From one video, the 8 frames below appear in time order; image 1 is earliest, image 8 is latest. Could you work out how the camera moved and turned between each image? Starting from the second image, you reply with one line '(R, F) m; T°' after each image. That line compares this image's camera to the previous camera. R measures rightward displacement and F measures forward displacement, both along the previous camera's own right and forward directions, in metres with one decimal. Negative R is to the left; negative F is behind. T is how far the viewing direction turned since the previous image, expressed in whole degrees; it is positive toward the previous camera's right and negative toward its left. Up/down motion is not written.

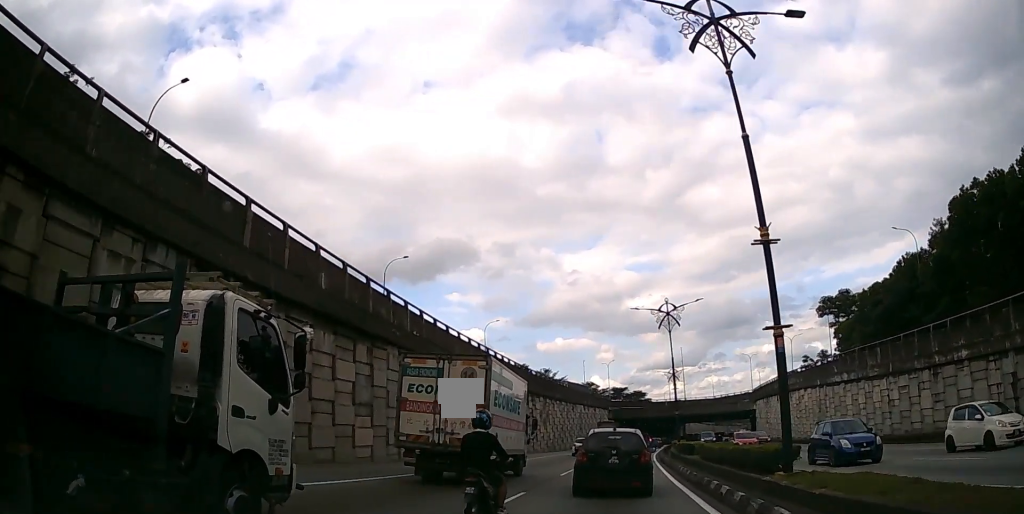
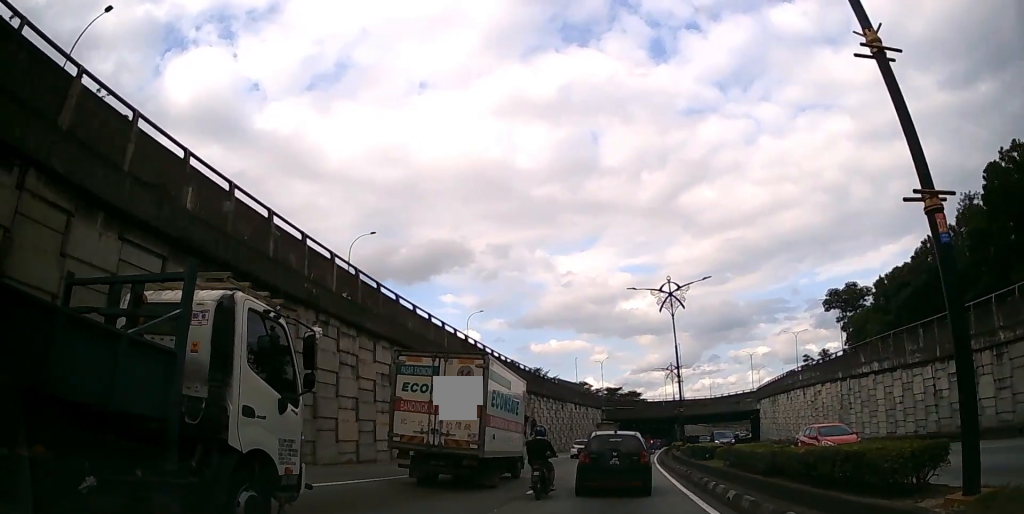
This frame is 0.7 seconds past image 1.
(0.0, +6.6) m; +1°
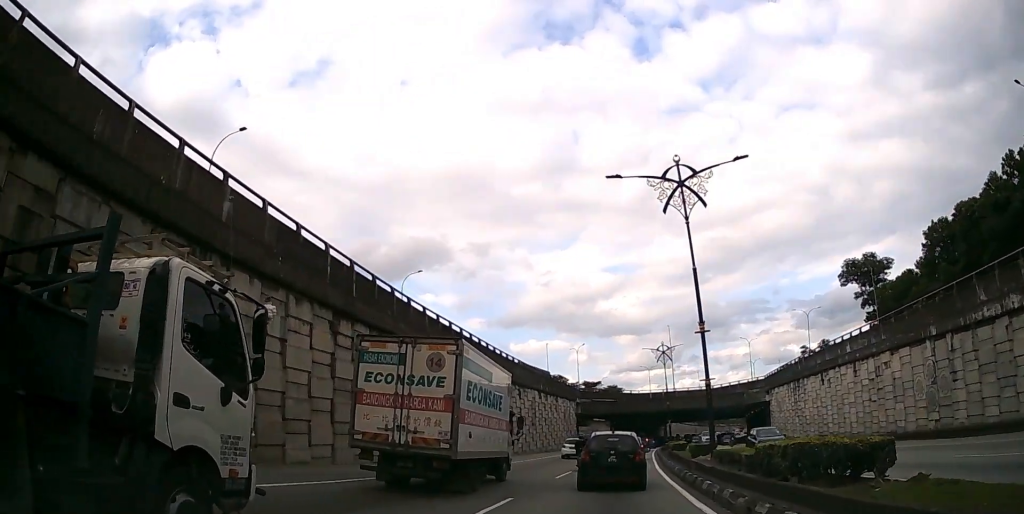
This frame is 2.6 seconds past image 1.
(+0.3, +17.7) m; +2°
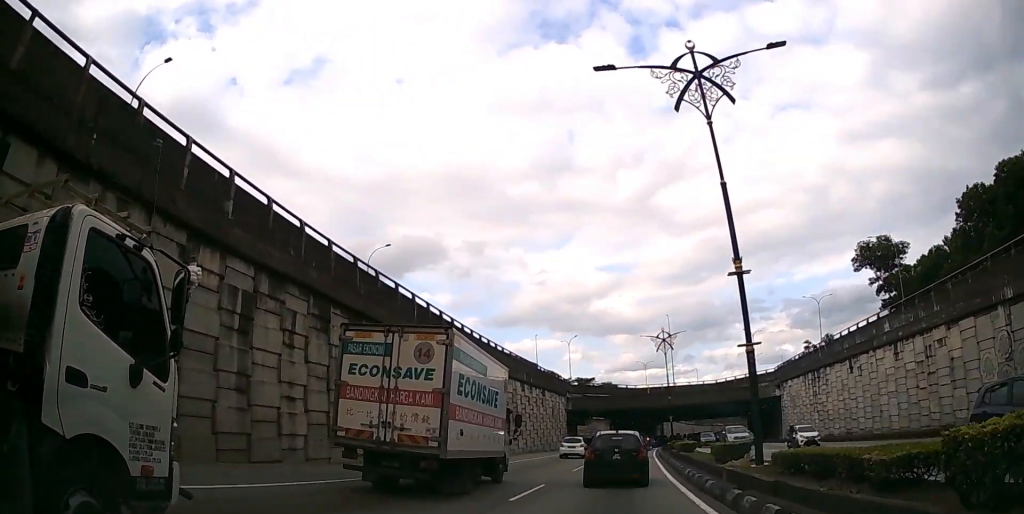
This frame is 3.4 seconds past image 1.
(+0.1, +7.8) m; +1°
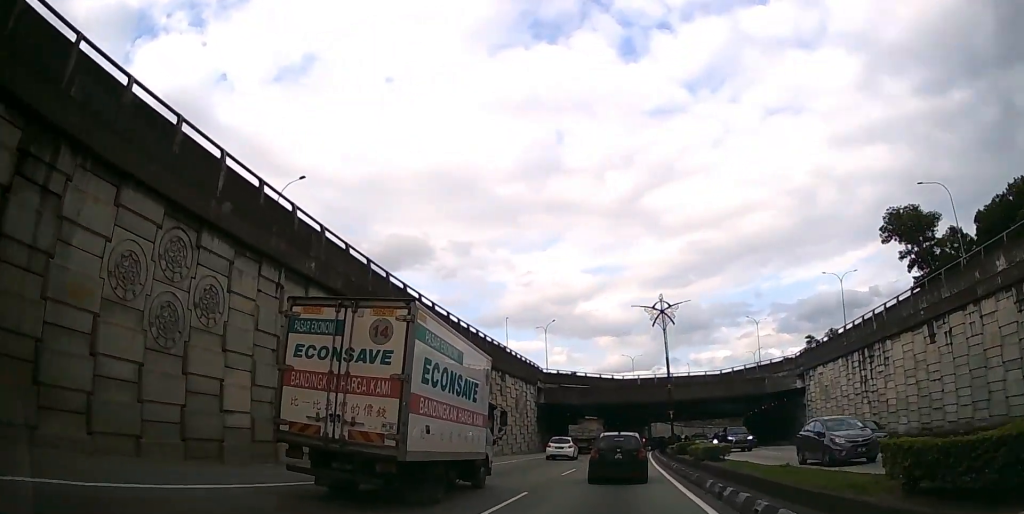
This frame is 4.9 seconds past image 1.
(+0.1, +14.2) m; +1°
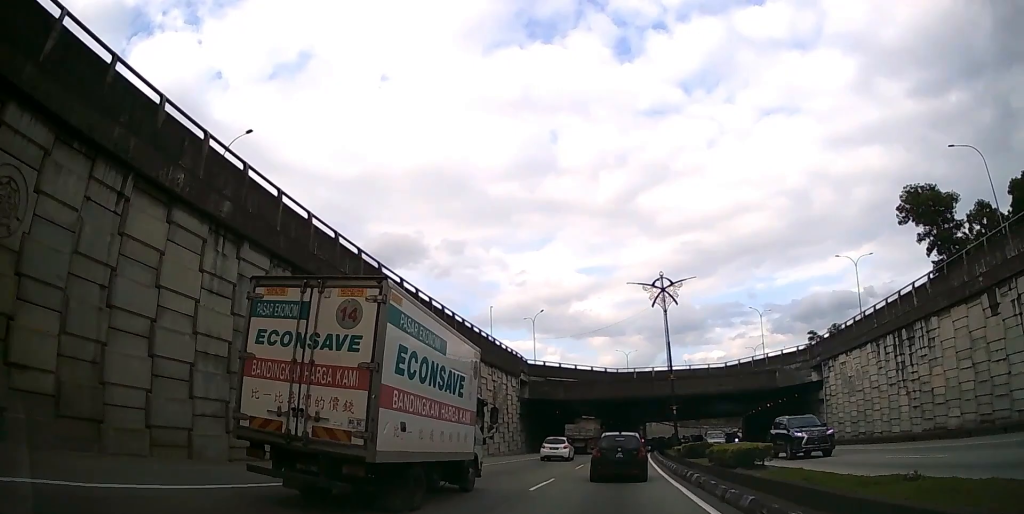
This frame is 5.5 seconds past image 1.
(0.0, +6.6) m; +1°
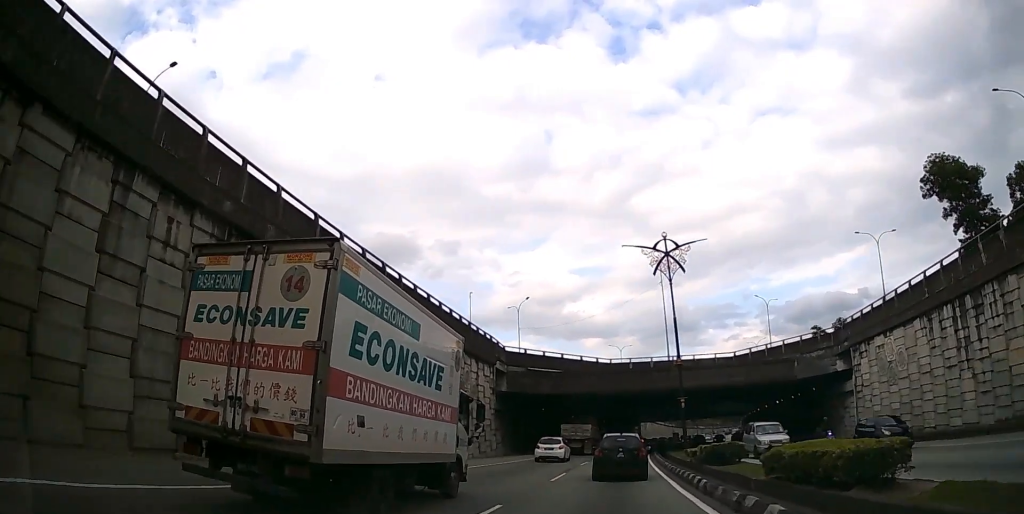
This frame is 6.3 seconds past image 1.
(+0.1, +7.8) m; +1°
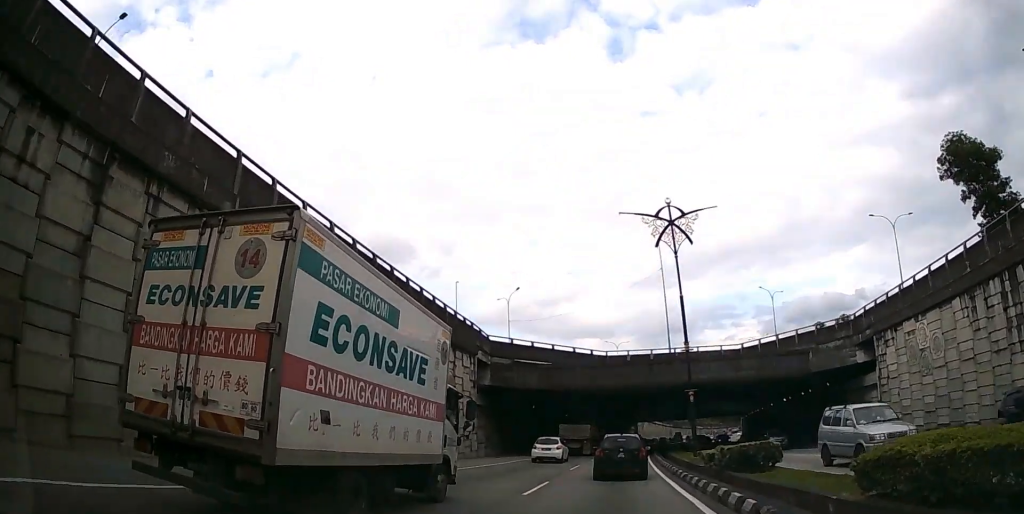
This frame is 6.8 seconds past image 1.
(0.0, +4.8) m; 0°
